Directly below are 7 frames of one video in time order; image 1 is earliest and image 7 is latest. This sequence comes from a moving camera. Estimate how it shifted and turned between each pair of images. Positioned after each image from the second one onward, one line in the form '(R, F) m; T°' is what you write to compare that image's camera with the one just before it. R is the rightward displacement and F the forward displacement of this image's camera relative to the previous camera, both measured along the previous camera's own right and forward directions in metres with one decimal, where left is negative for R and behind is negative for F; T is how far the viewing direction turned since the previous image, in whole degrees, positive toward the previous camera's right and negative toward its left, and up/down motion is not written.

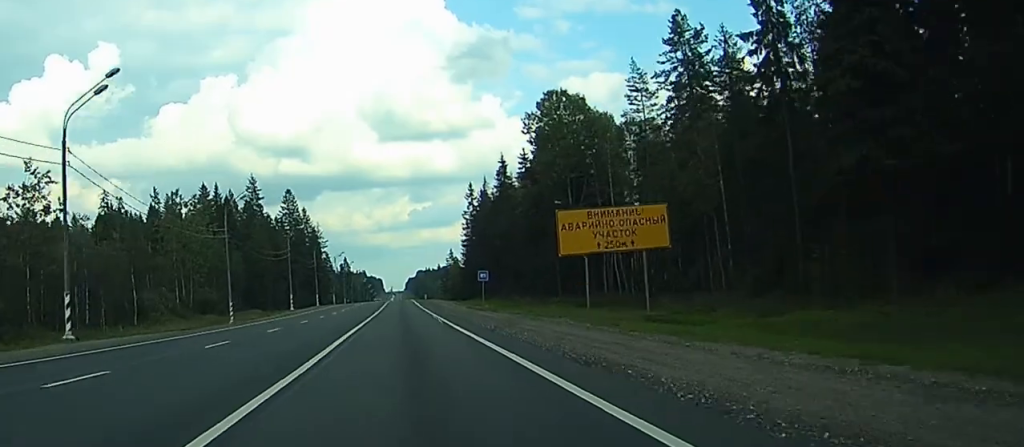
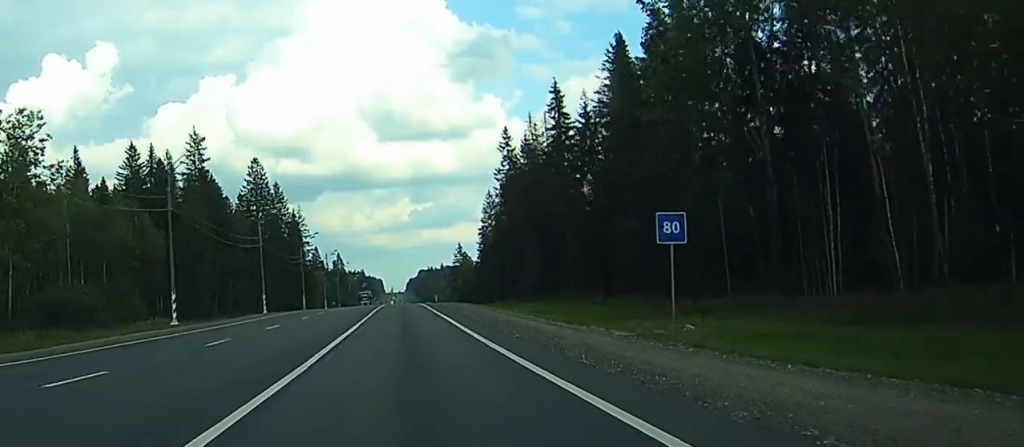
(+0.1, +59.2) m; 0°
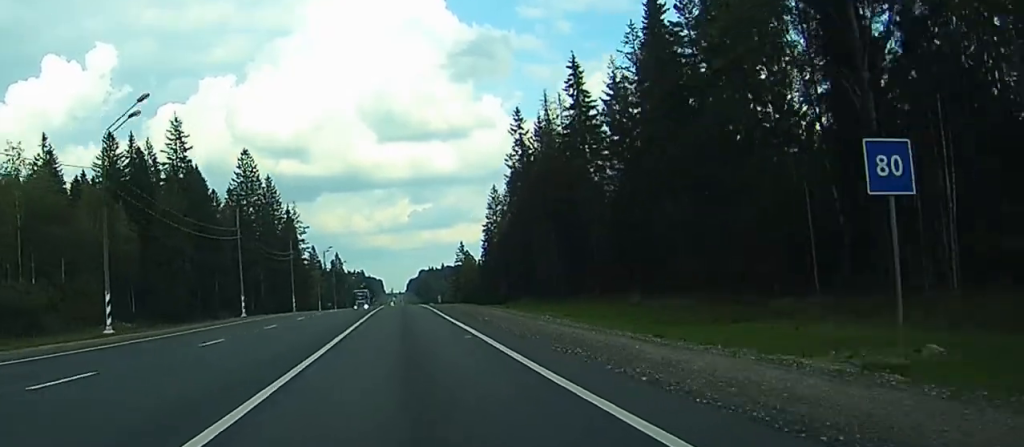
(0.0, +12.3) m; 0°
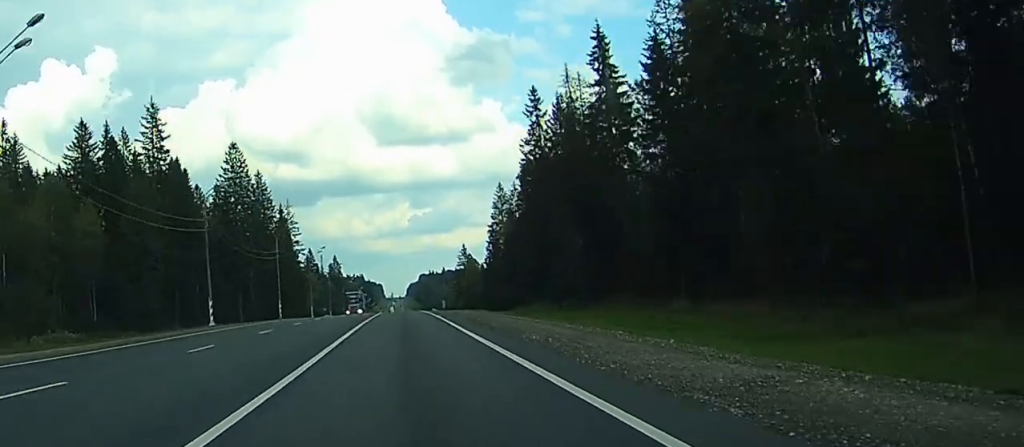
(+0.1, +13.2) m; 0°
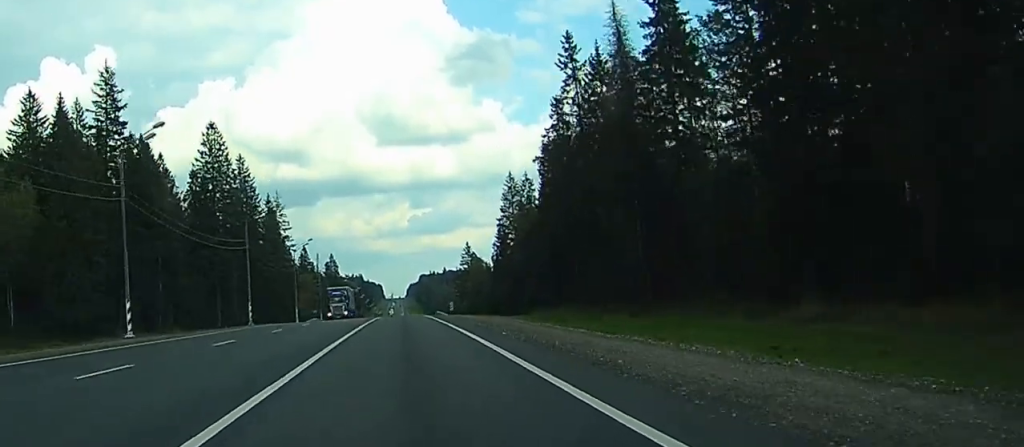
(+0.2, +19.9) m; 0°
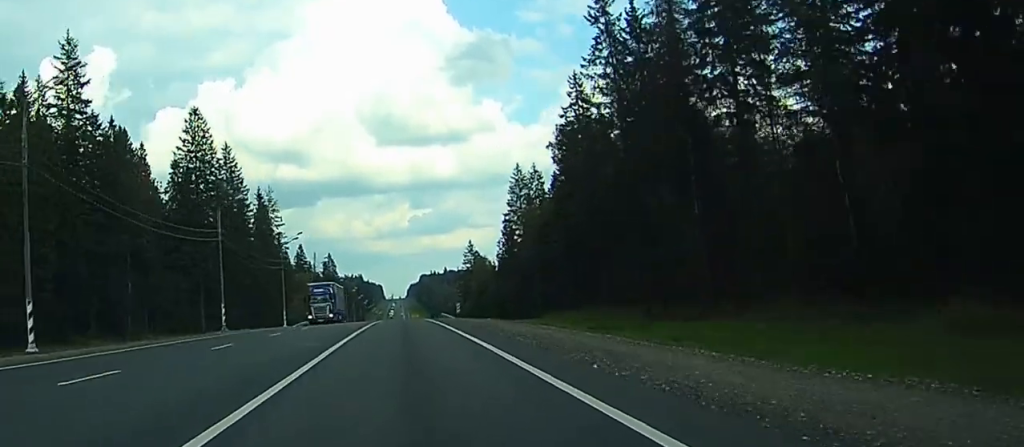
(-0.2, +12.5) m; 0°
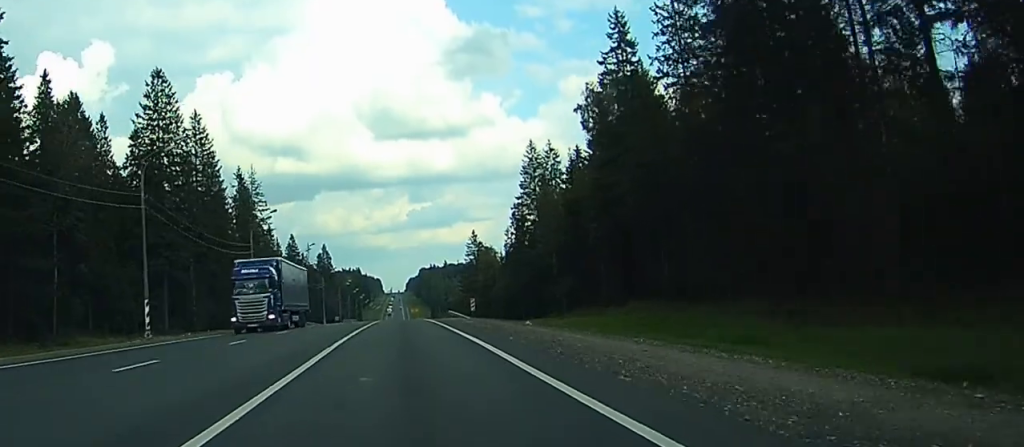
(-0.1, +20.9) m; 0°
